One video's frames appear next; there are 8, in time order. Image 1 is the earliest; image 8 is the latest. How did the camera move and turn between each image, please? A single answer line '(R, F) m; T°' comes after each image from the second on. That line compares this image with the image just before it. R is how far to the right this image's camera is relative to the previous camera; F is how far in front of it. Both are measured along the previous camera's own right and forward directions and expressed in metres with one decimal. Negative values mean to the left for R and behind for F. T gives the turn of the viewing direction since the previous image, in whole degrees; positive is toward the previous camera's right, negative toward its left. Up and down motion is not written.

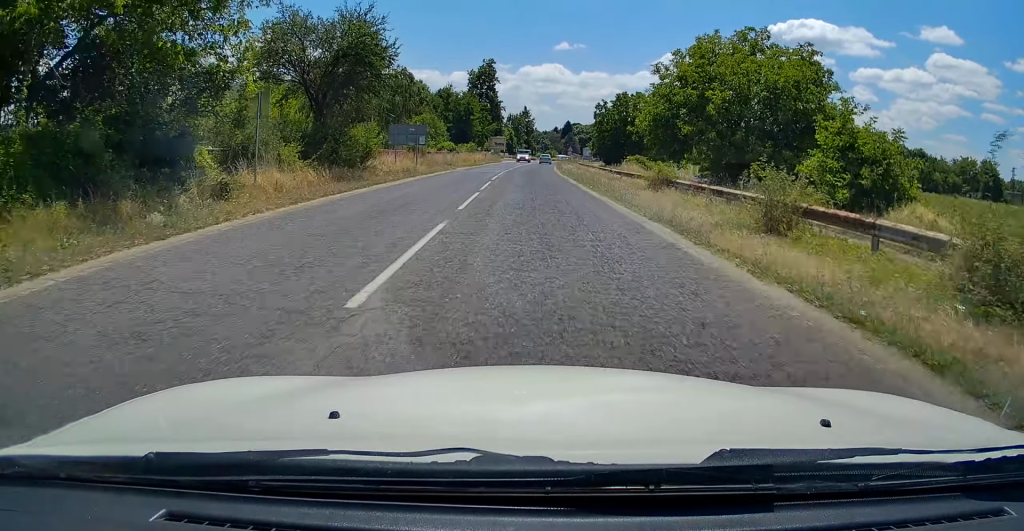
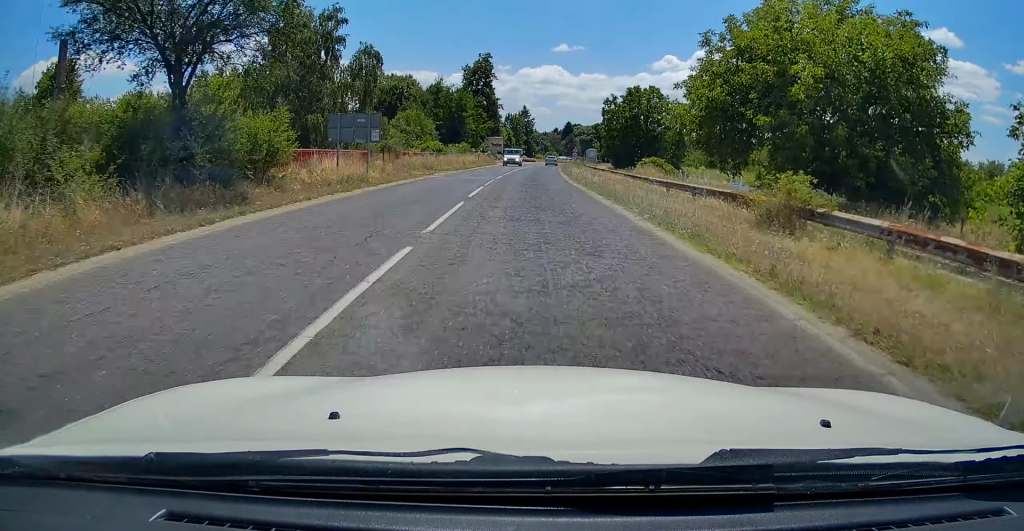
(+0.1, +11.8) m; 0°
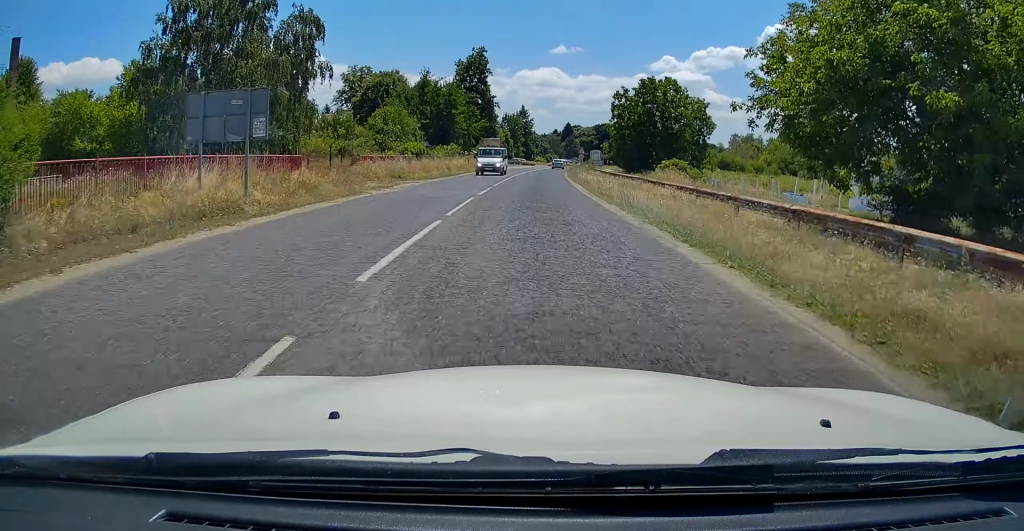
(-0.1, +12.3) m; 0°
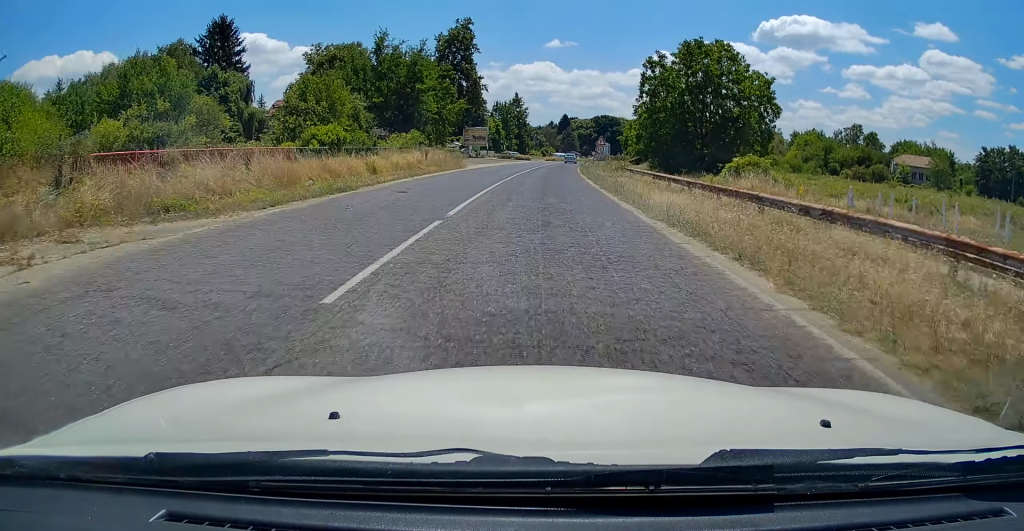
(+0.2, +24.5) m; +1°
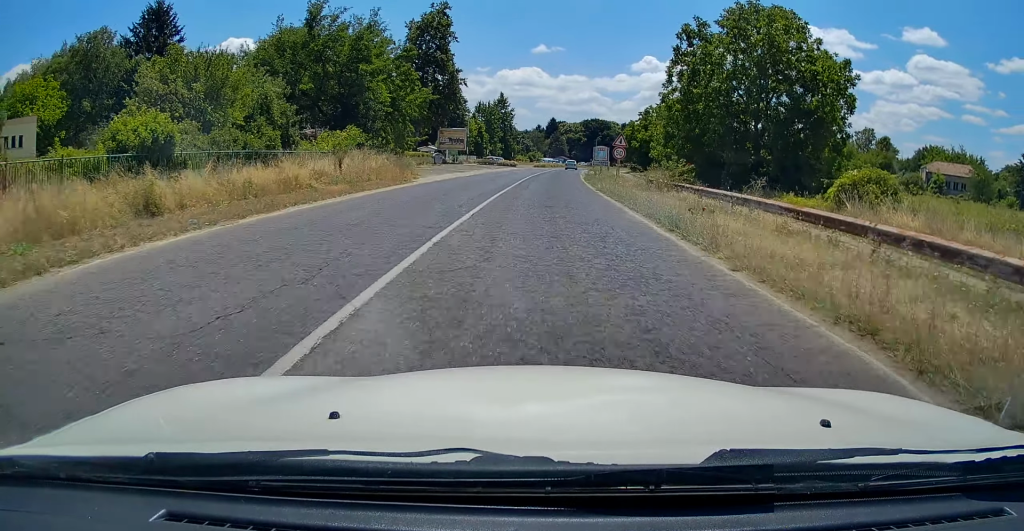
(0.0, +17.6) m; 0°
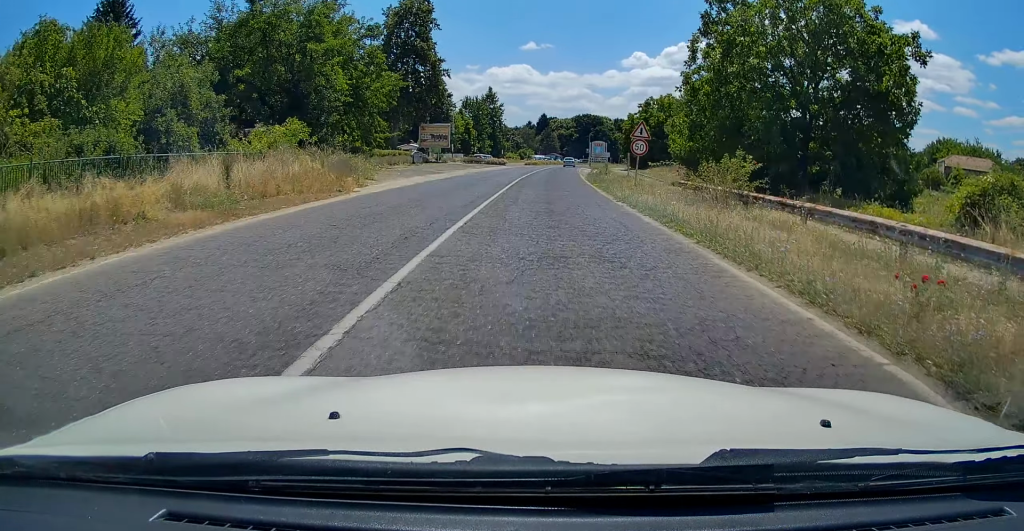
(0.0, +8.7) m; 0°
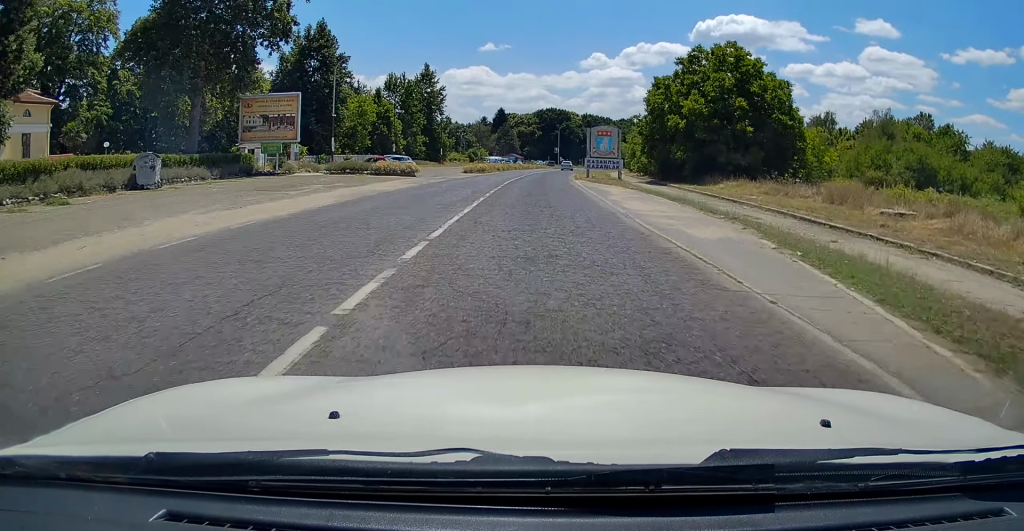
(+1.6, +48.4) m; +4°
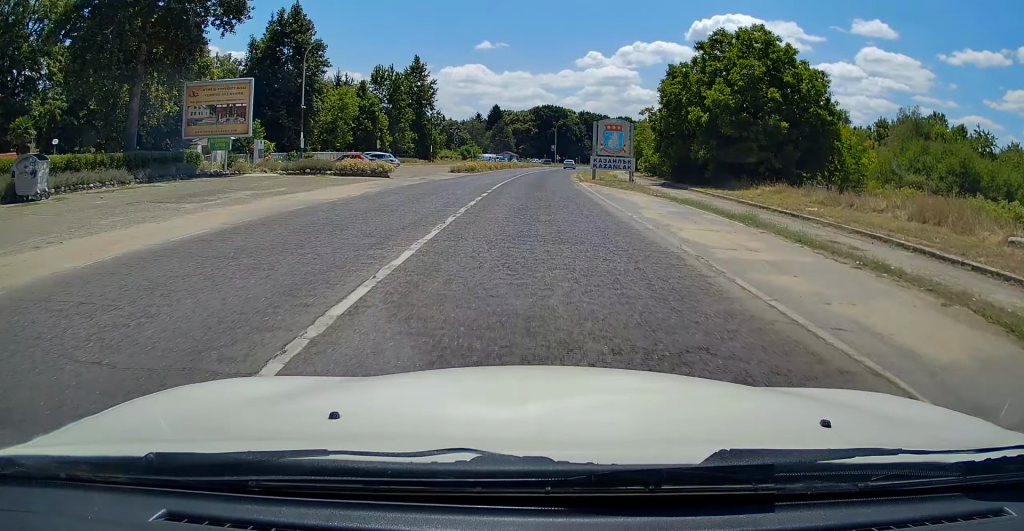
(0.0, +7.1) m; 0°
